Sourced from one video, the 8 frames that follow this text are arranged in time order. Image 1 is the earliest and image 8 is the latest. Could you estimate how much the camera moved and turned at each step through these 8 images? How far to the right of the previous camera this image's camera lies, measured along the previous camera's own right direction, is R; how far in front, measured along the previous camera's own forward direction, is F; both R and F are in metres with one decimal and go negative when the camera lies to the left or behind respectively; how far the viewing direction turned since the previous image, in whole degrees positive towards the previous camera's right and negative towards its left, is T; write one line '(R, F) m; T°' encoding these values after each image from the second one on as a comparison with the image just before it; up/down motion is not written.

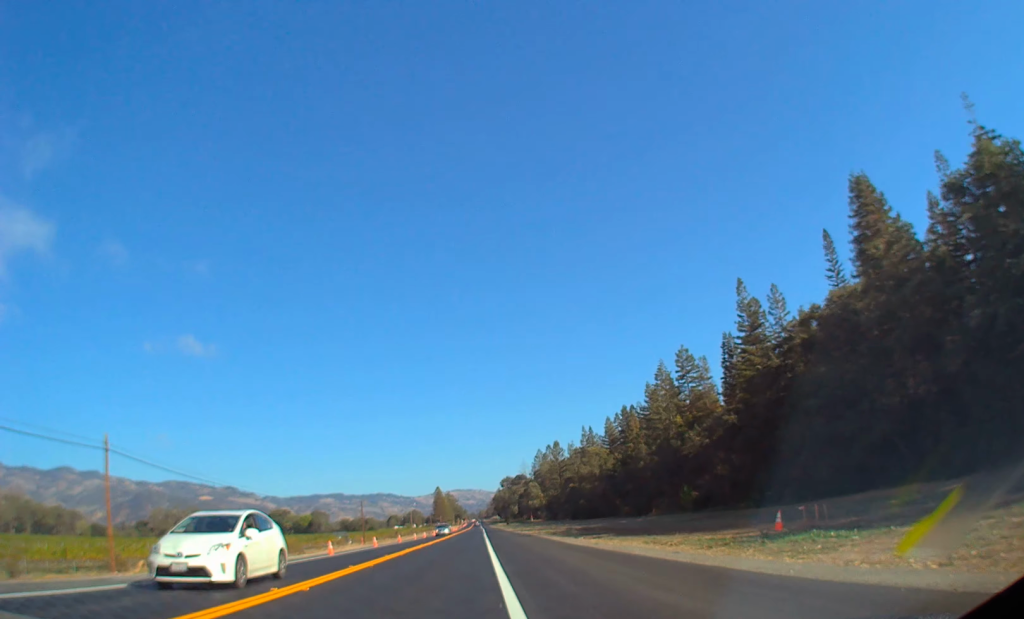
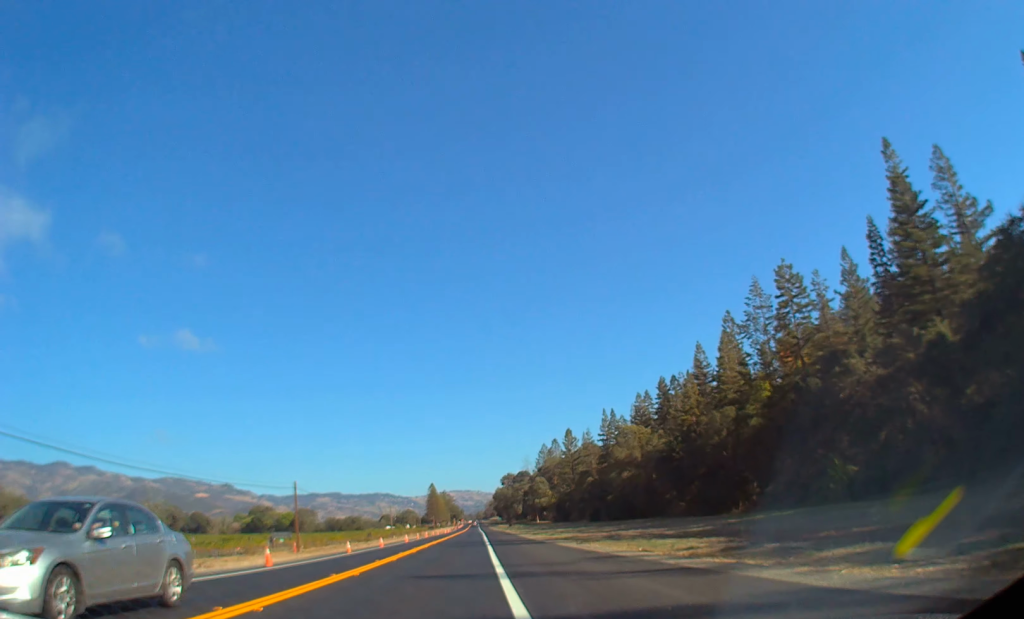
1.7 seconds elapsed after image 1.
(+0.7, +41.9) m; -1°
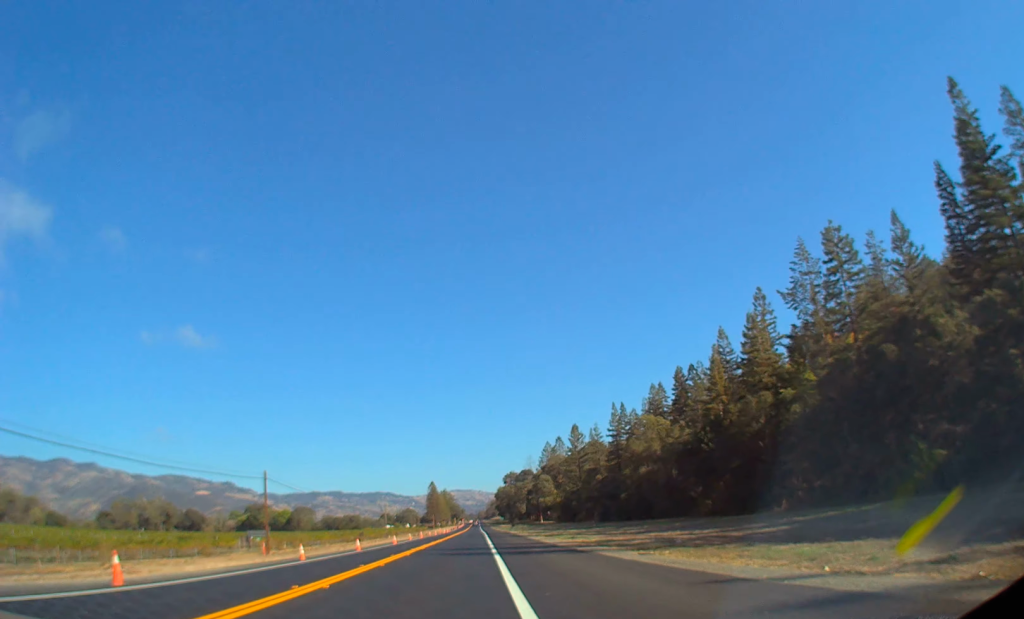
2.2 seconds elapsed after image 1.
(-0.4, +11.2) m; 0°
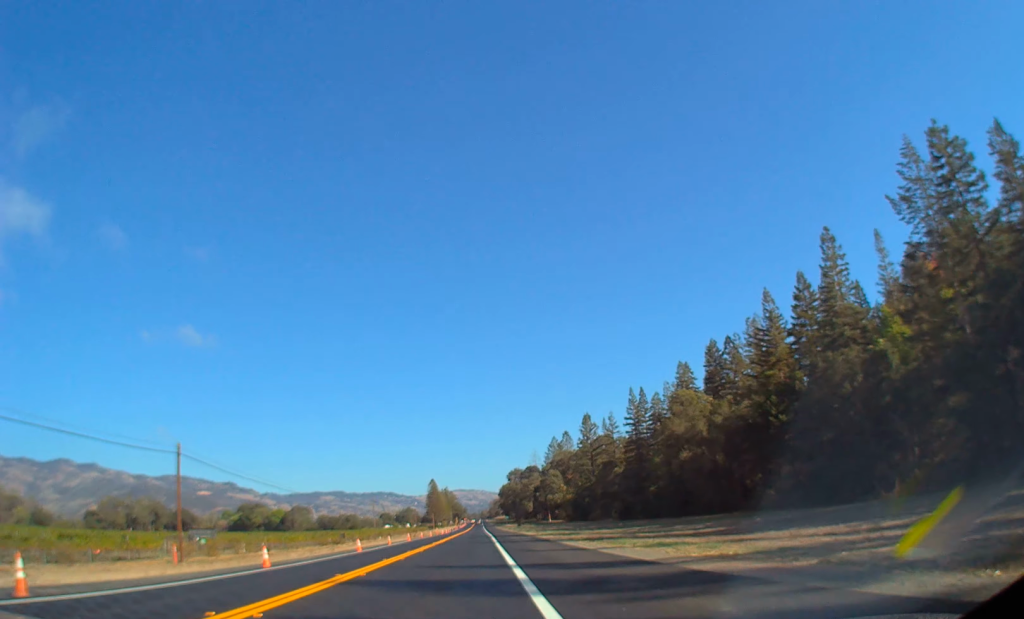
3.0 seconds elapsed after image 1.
(-0.7, +19.2) m; 0°
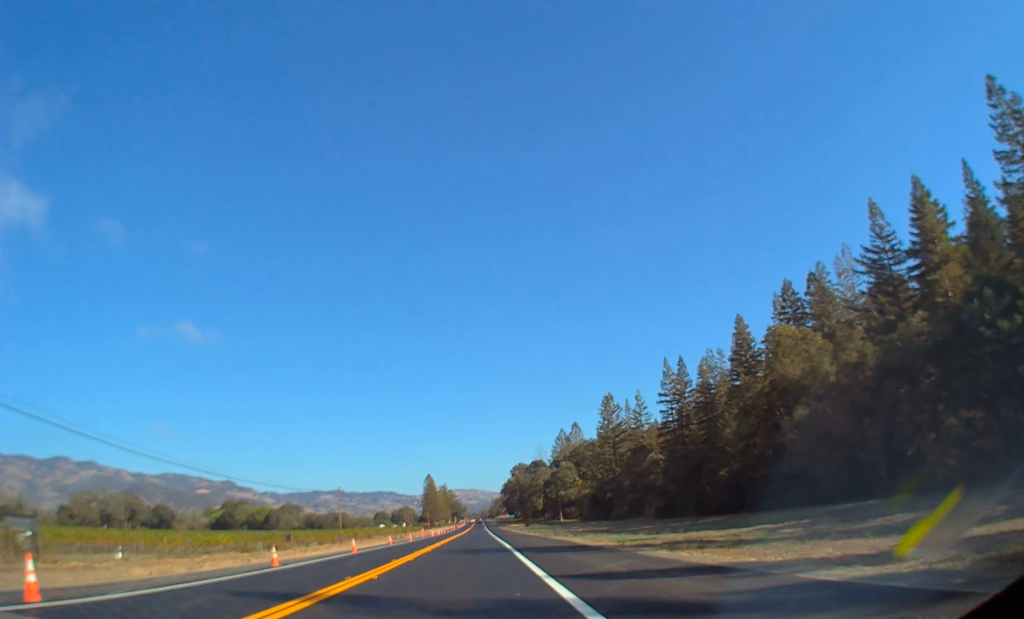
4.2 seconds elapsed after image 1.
(+0.5, +29.9) m; -1°
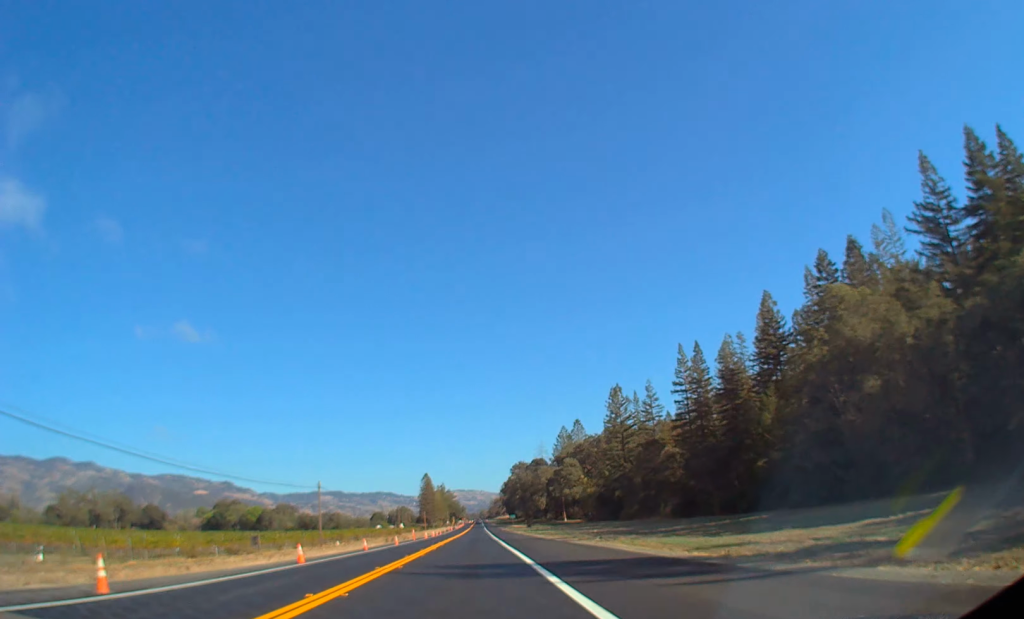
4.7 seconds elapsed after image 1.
(-0.4, +10.7) m; -1°
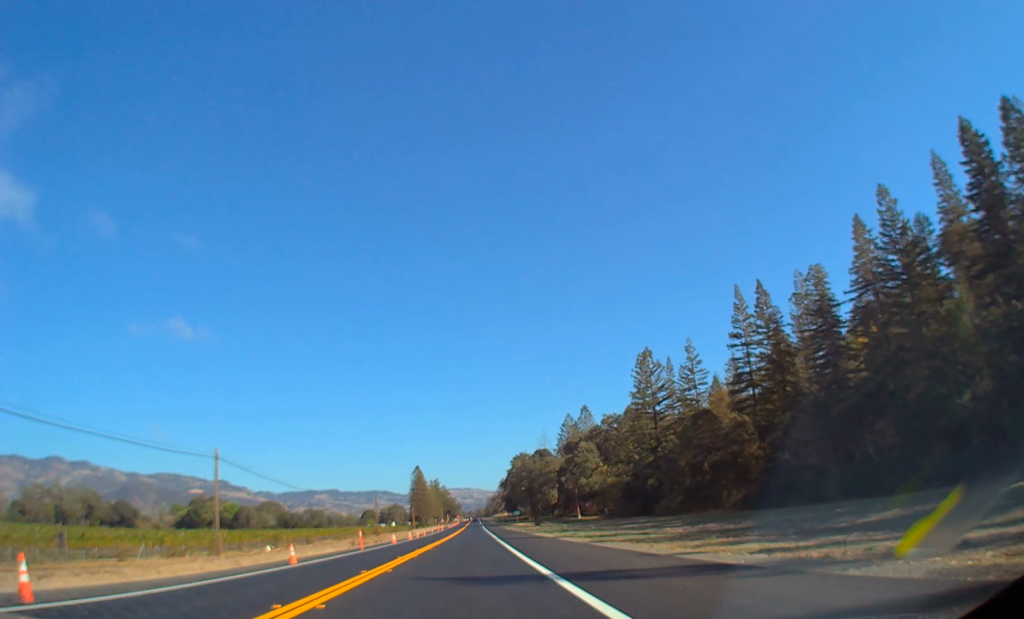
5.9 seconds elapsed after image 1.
(+0.1, +30.6) m; 0°
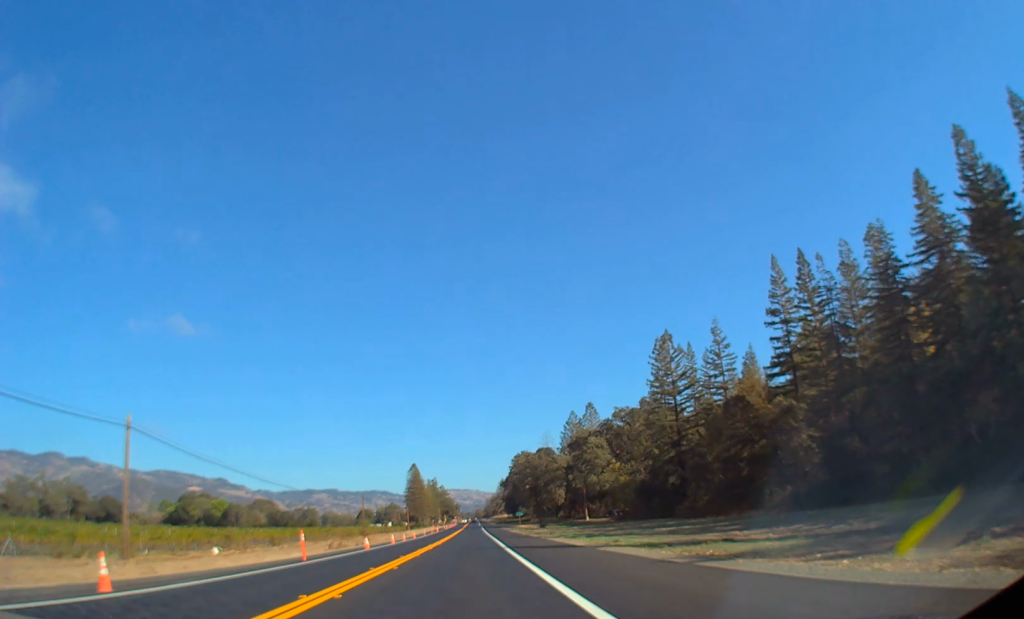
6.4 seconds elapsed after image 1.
(0.0, +13.2) m; 0°
